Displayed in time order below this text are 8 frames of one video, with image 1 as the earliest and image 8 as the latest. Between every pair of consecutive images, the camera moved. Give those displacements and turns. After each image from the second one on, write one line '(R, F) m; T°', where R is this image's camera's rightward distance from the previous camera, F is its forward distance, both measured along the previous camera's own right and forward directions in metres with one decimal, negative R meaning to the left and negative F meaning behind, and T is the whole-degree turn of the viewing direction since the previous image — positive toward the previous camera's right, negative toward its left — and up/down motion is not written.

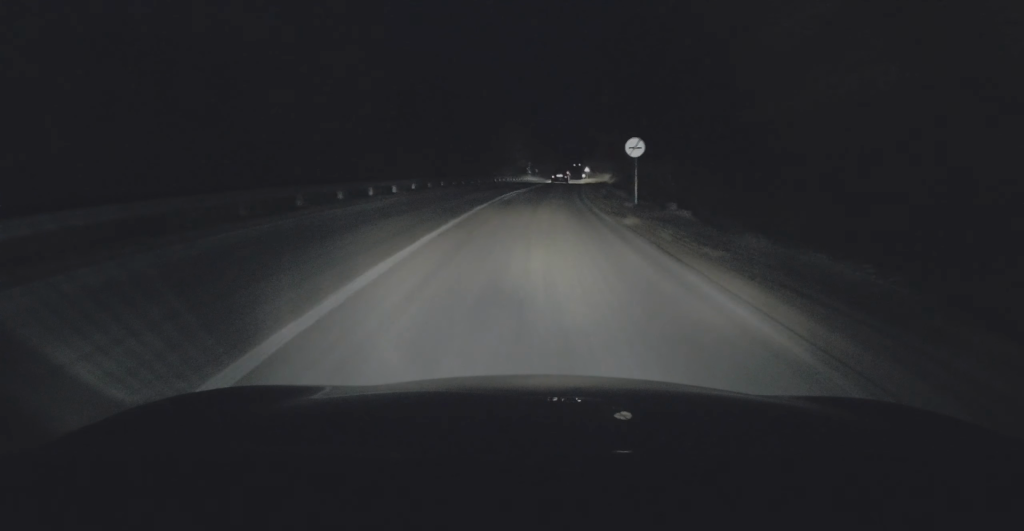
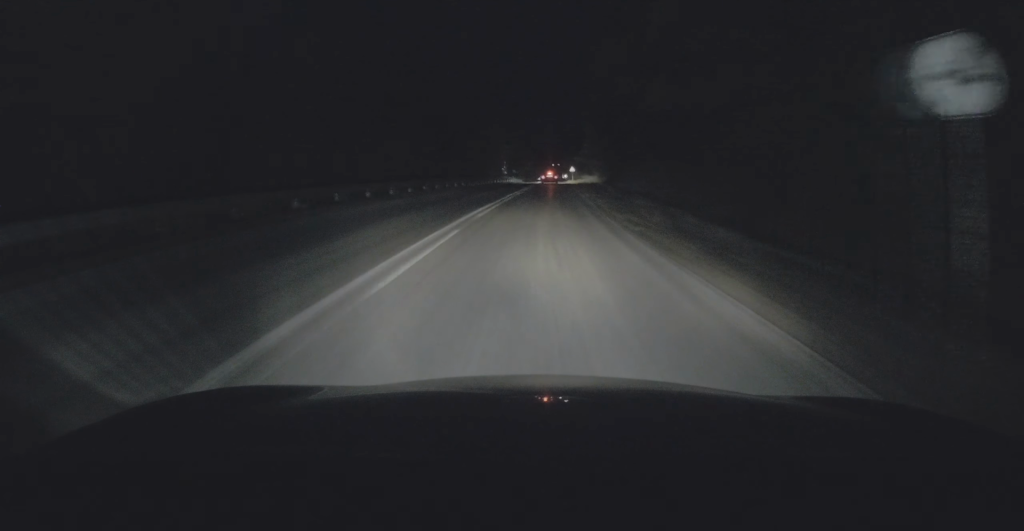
(+0.4, +18.7) m; +1°
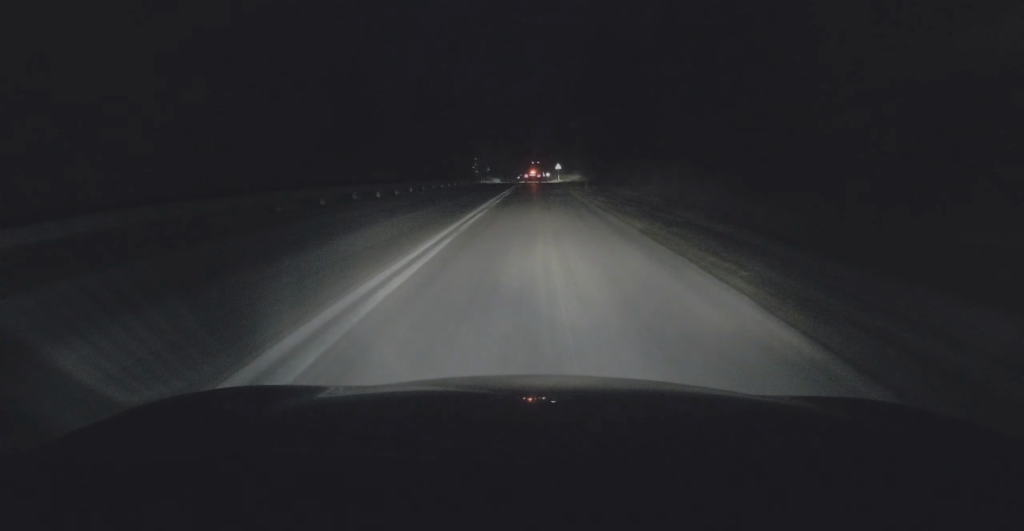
(+0.1, +20.5) m; +1°
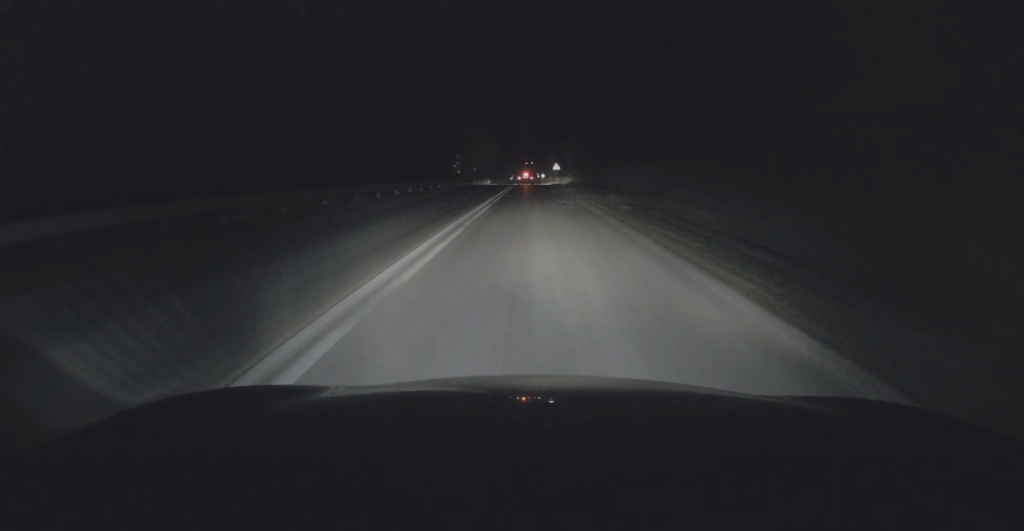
(+0.3, +14.0) m; +1°
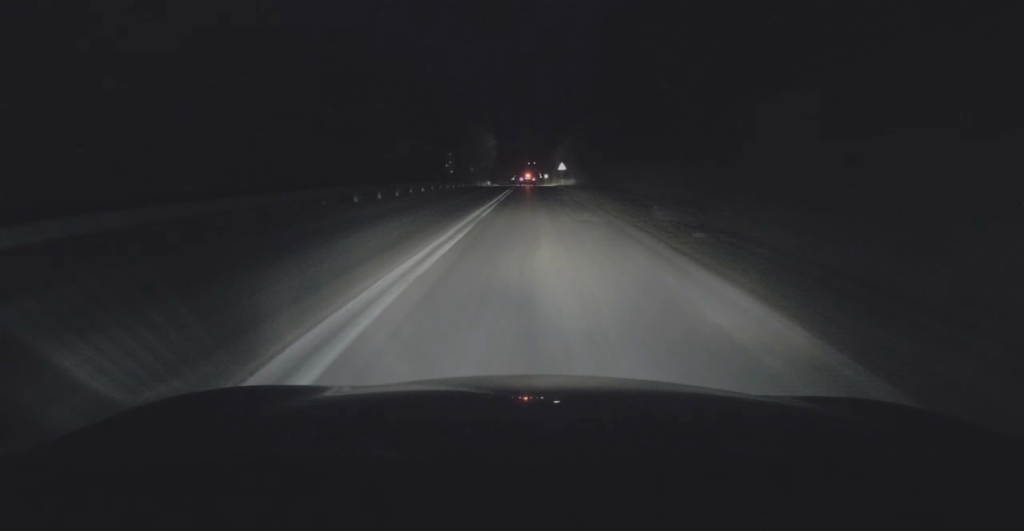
(0.0, +8.2) m; 0°
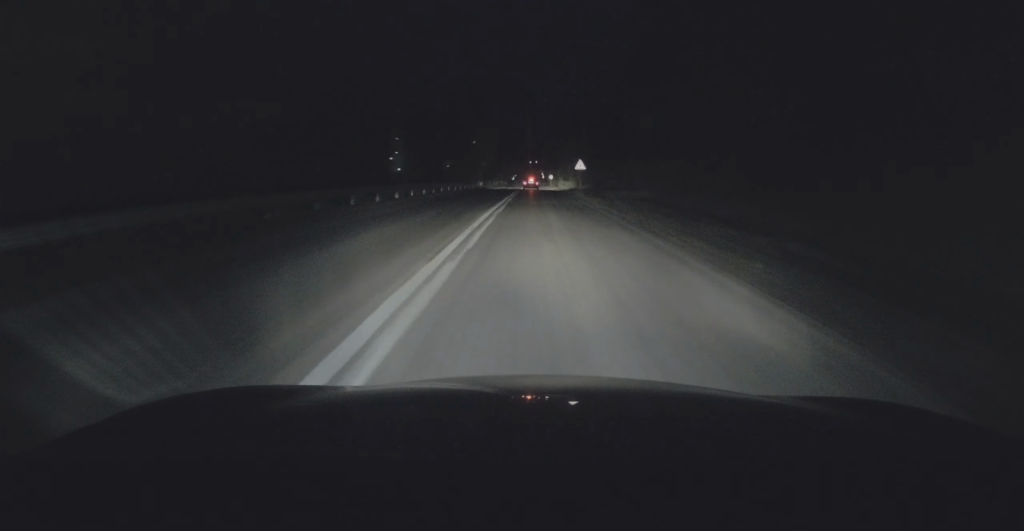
(+0.1, +24.4) m; +1°
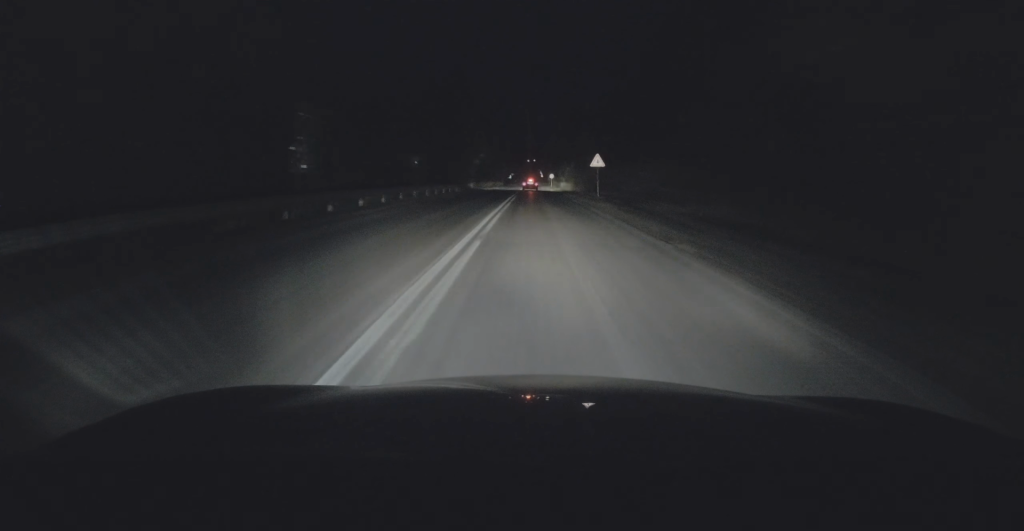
(+0.1, +14.3) m; +1°
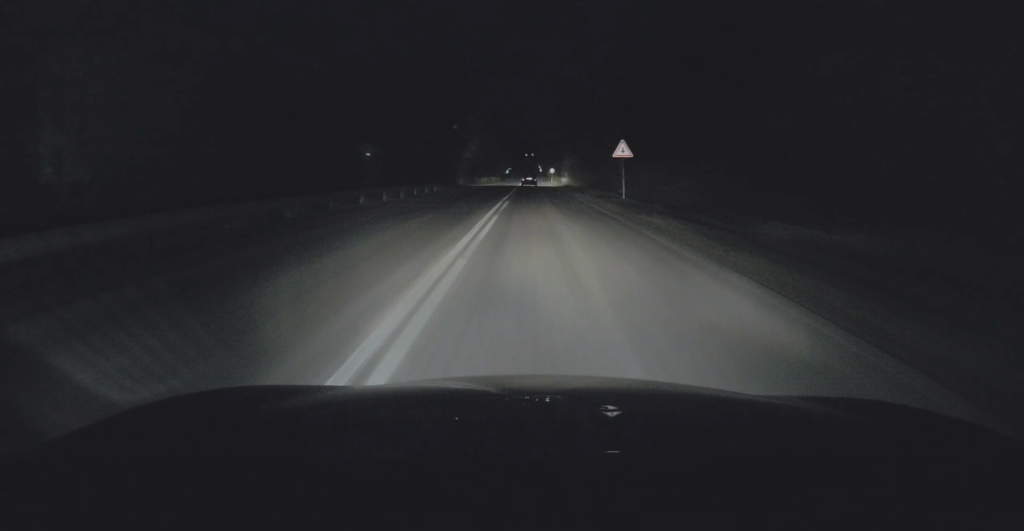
(+0.1, +11.2) m; +1°
